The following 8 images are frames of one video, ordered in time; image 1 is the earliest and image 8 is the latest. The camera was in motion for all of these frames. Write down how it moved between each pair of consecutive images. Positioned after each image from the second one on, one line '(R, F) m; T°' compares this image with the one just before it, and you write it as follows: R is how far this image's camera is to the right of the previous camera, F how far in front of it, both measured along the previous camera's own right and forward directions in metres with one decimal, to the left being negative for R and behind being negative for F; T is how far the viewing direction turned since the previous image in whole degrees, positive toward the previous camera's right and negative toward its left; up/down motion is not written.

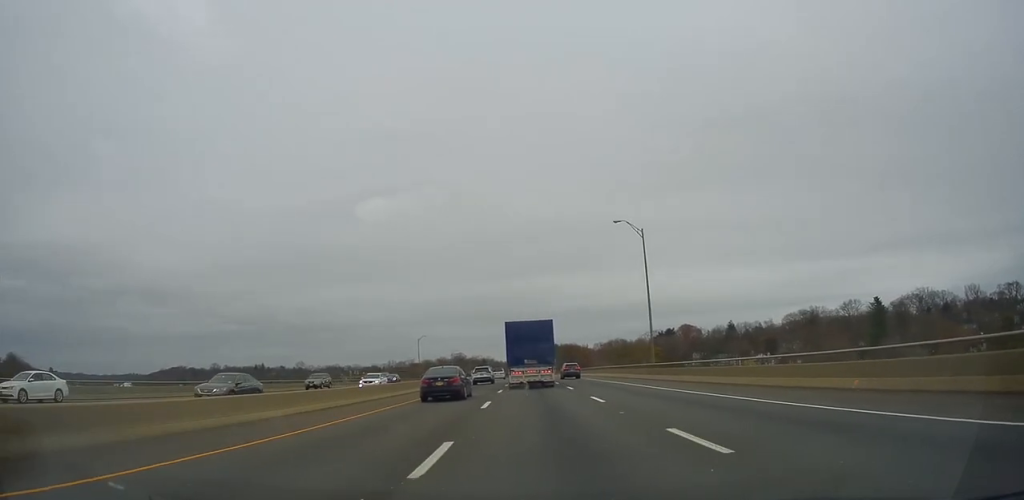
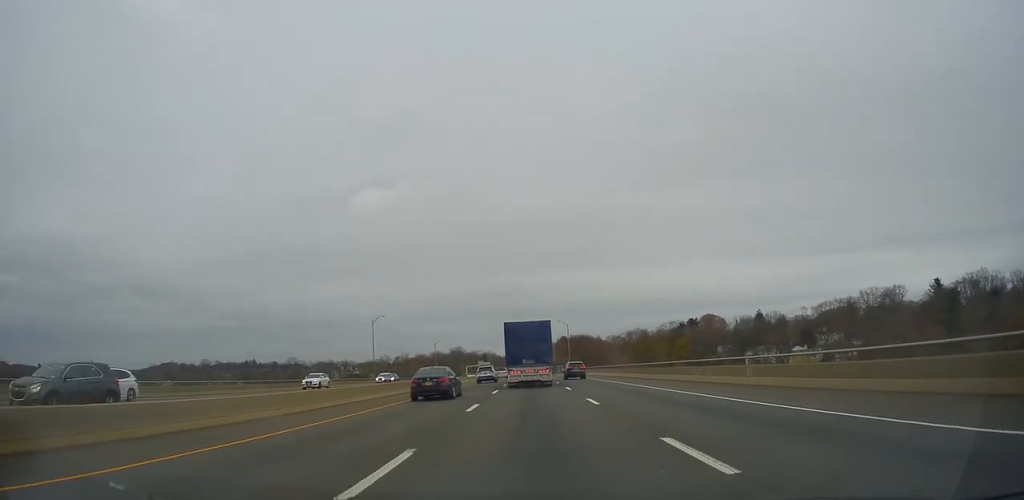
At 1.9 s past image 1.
(+0.6, +50.3) m; +1°
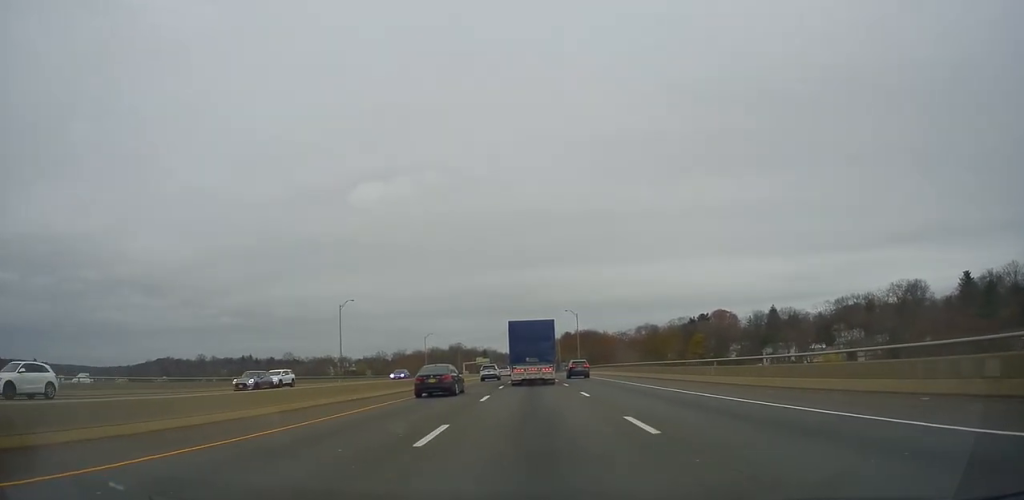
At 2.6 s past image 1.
(+0.2, +20.7) m; 0°
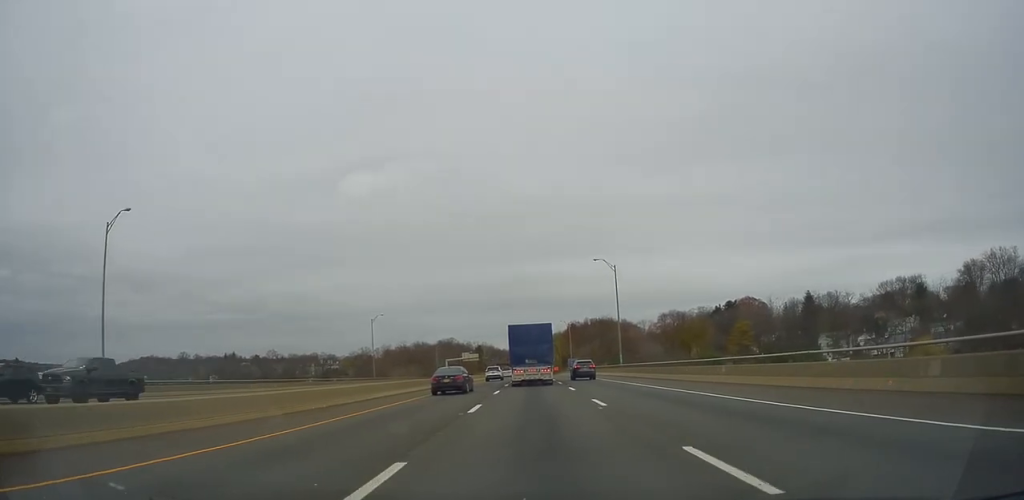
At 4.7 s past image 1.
(-0.7, +54.5) m; -1°
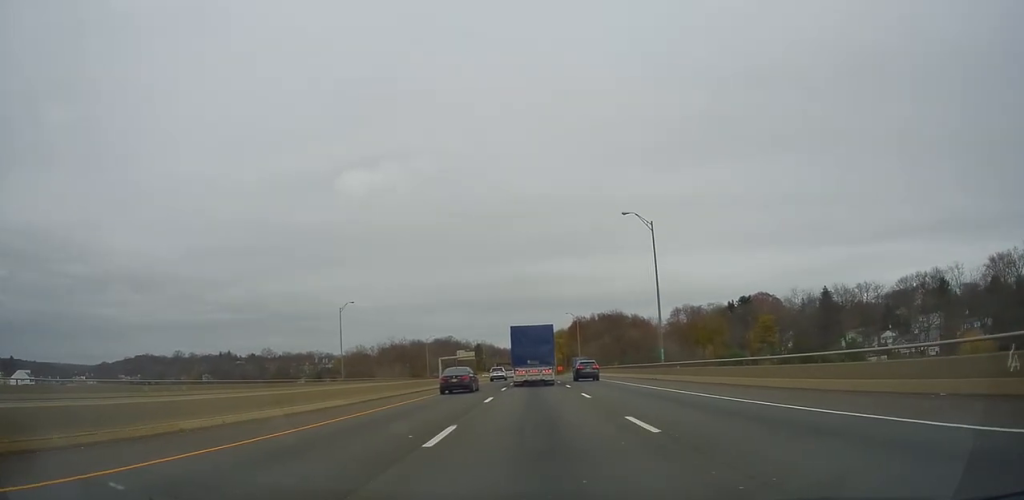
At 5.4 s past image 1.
(0.0, +19.2) m; 0°
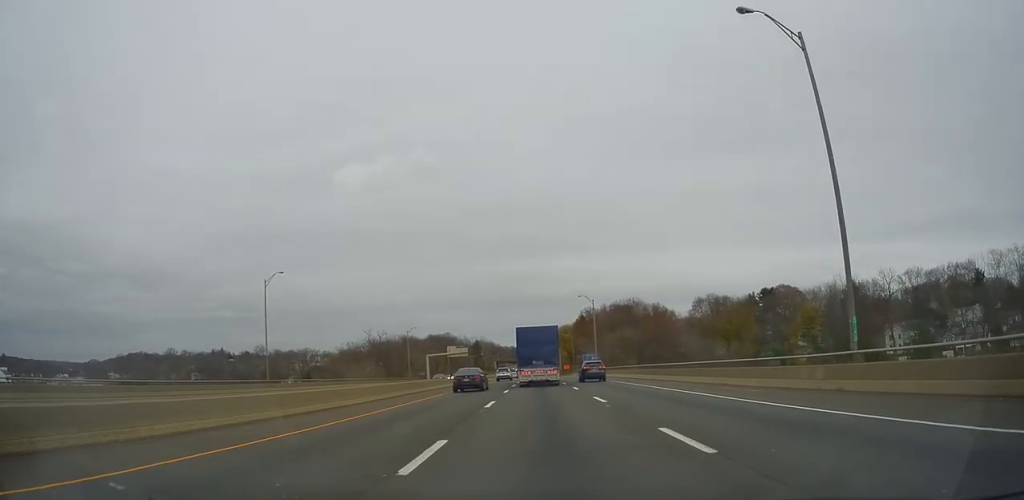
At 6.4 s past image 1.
(-0.2, +27.0) m; -1°
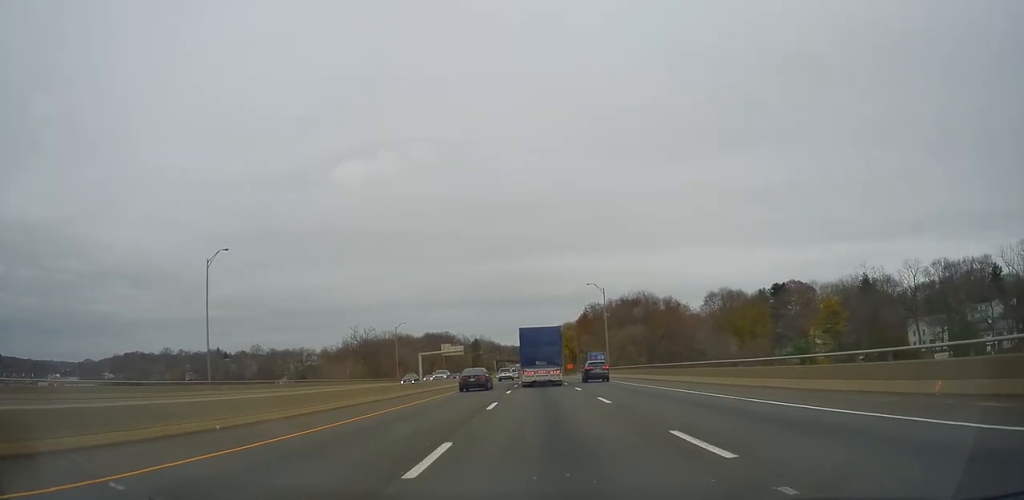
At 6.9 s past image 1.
(0.0, +12.5) m; +1°
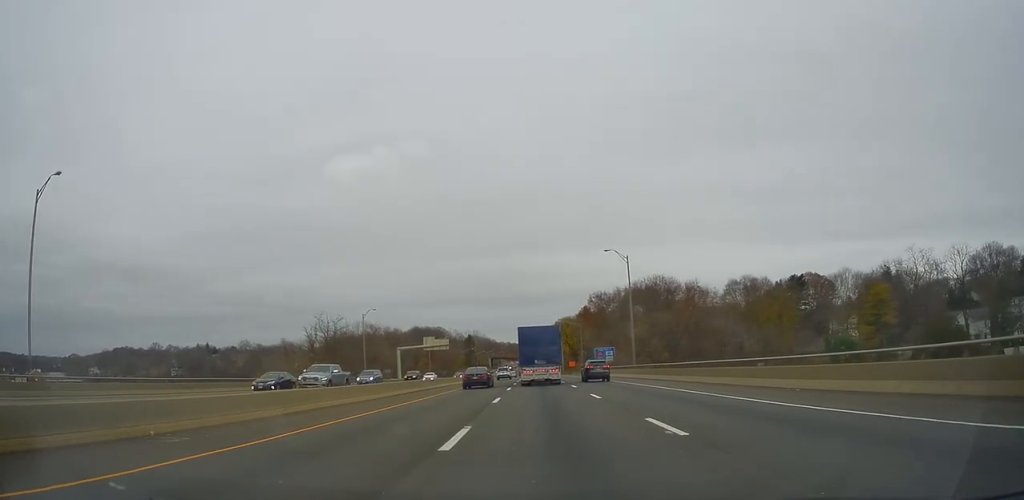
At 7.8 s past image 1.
(+0.1, +21.6) m; +1°
